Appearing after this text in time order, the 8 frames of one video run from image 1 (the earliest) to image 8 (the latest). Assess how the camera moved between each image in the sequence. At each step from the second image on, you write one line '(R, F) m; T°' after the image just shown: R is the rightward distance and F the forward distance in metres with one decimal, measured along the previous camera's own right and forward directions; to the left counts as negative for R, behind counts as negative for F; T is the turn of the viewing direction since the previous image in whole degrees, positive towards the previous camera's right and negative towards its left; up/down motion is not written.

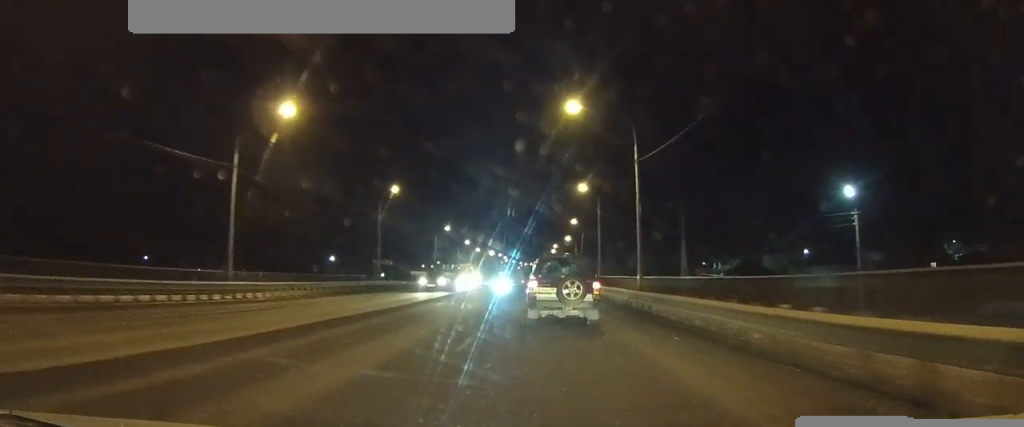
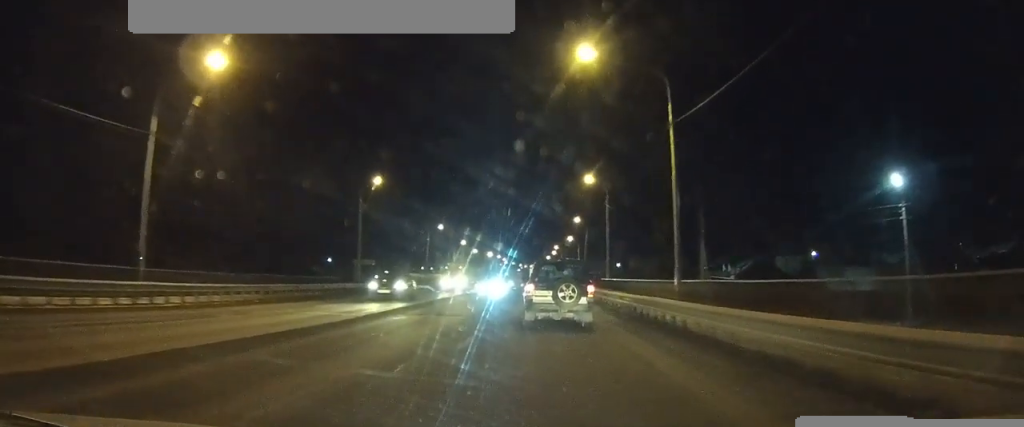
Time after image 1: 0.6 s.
(0.0, +5.7) m; -1°
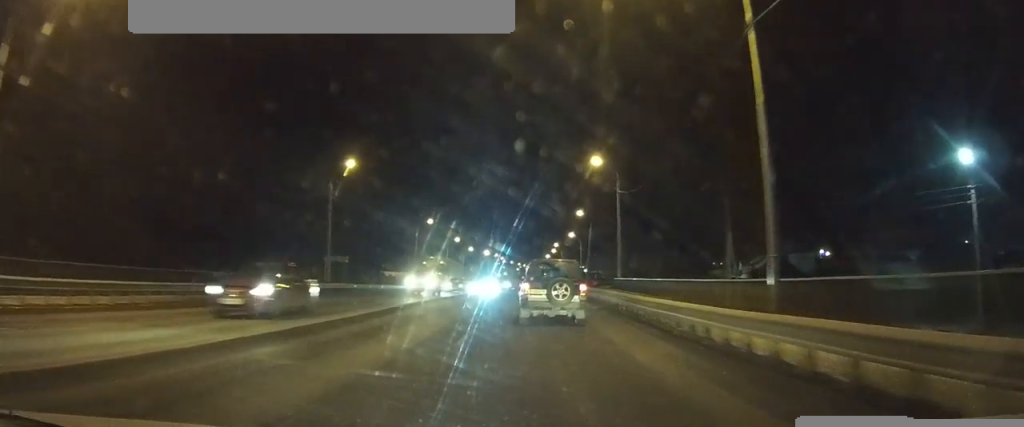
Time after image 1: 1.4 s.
(0.0, +6.4) m; -1°
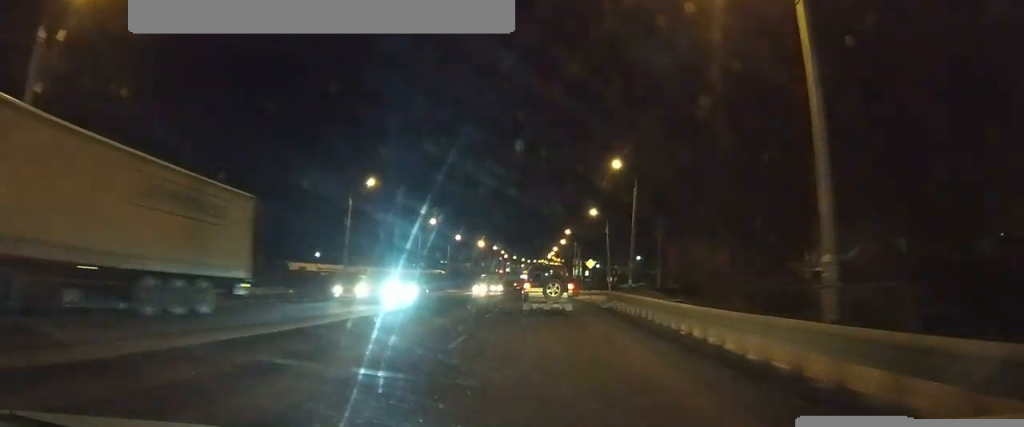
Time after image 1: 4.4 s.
(-0.3, +31.1) m; -1°
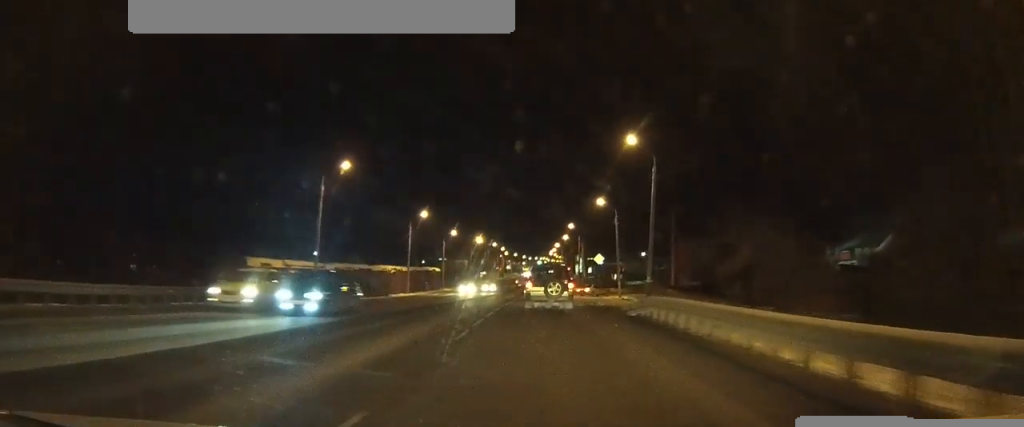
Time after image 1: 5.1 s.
(0.0, +7.8) m; 0°
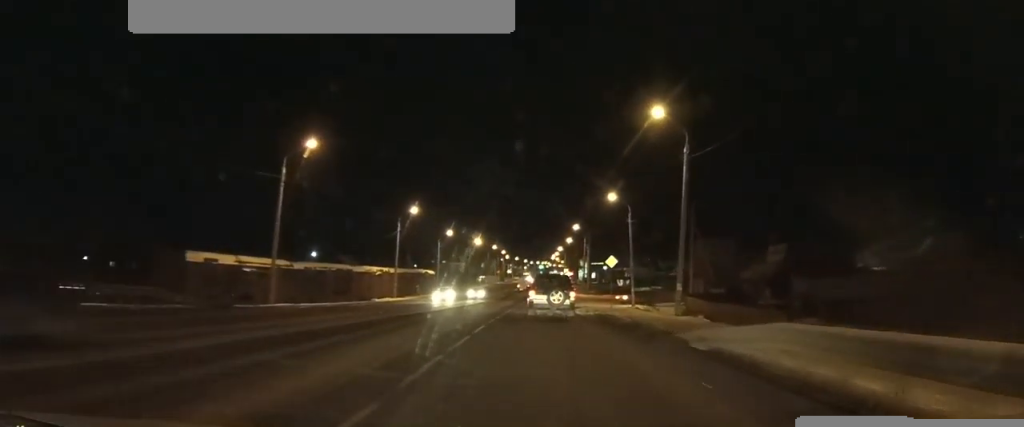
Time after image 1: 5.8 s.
(0.0, +8.5) m; 0°
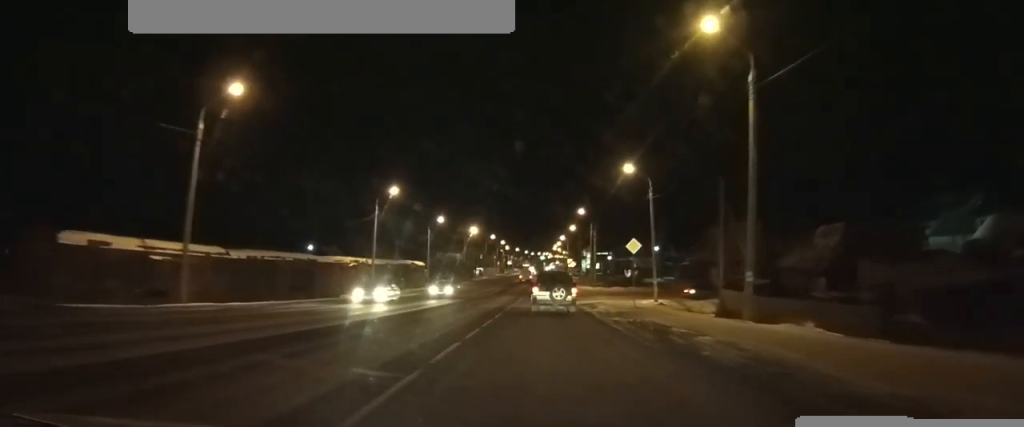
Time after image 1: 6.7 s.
(-0.1, +11.3) m; -1°
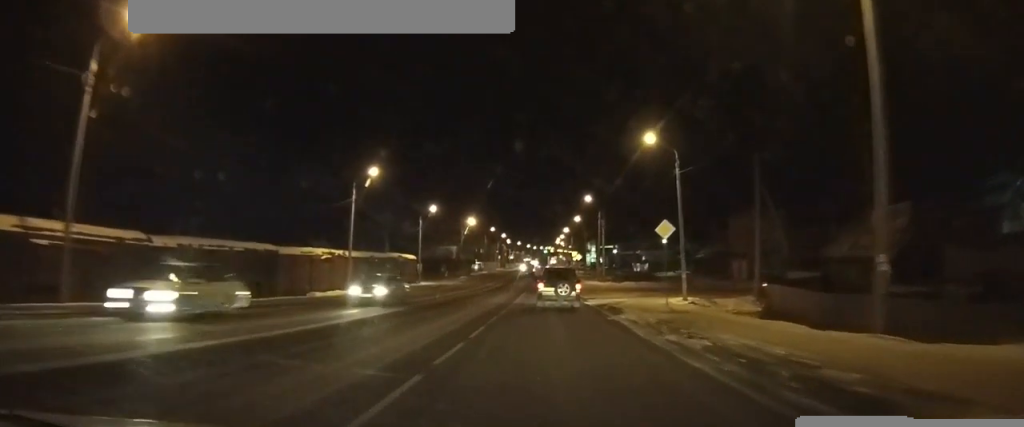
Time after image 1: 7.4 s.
(-0.1, +9.1) m; -1°
